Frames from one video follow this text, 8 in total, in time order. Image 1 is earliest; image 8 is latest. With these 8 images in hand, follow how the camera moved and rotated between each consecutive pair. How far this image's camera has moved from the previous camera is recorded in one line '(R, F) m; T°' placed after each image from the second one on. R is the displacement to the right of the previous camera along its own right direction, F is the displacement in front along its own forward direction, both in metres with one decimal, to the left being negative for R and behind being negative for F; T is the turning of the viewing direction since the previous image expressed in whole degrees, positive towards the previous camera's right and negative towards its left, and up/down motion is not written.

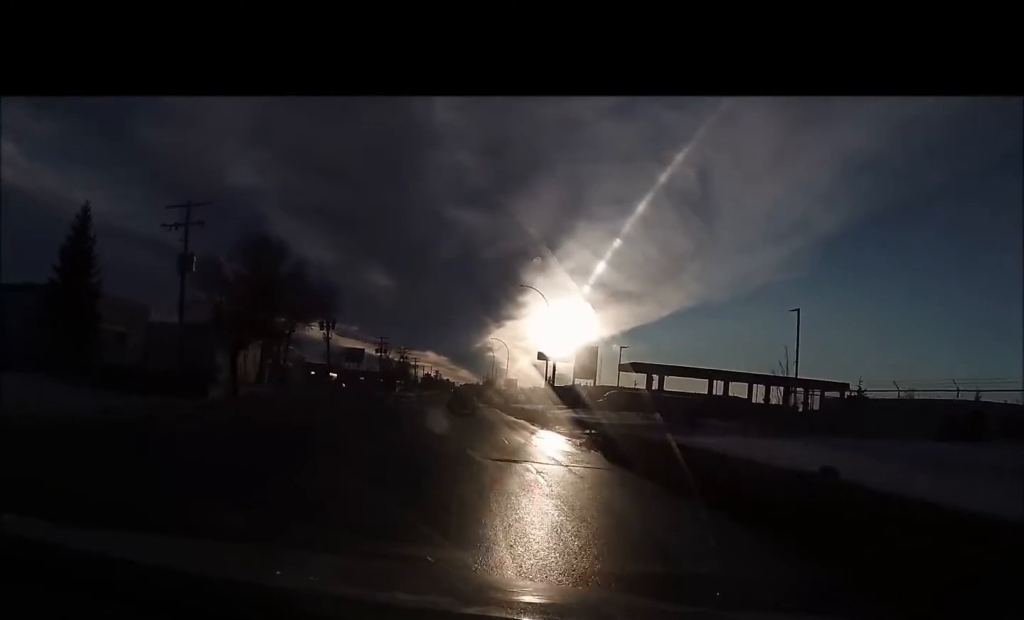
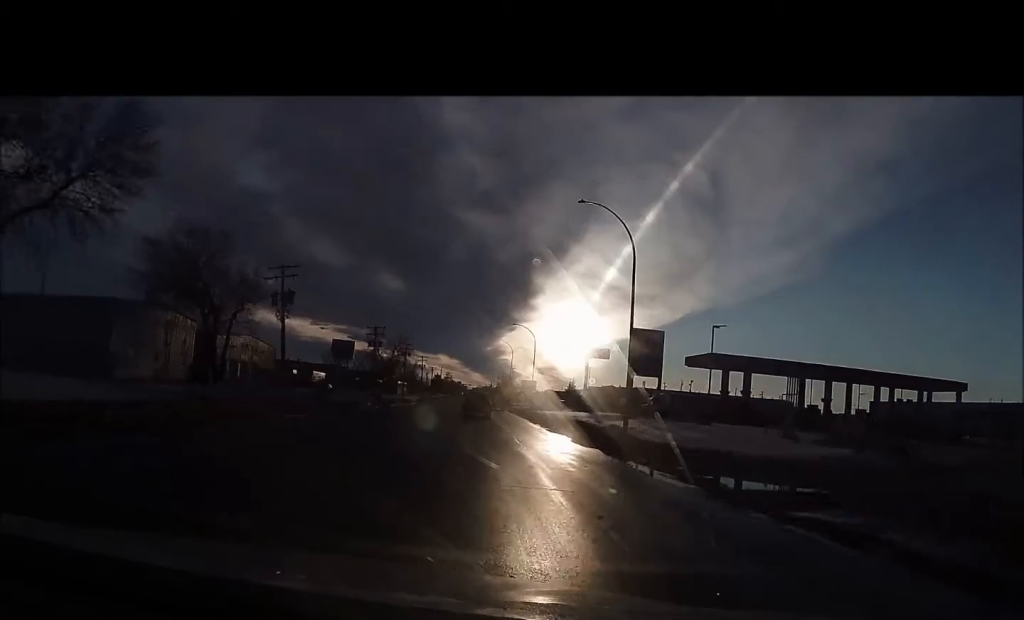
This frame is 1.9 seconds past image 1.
(+0.1, +26.5) m; 0°
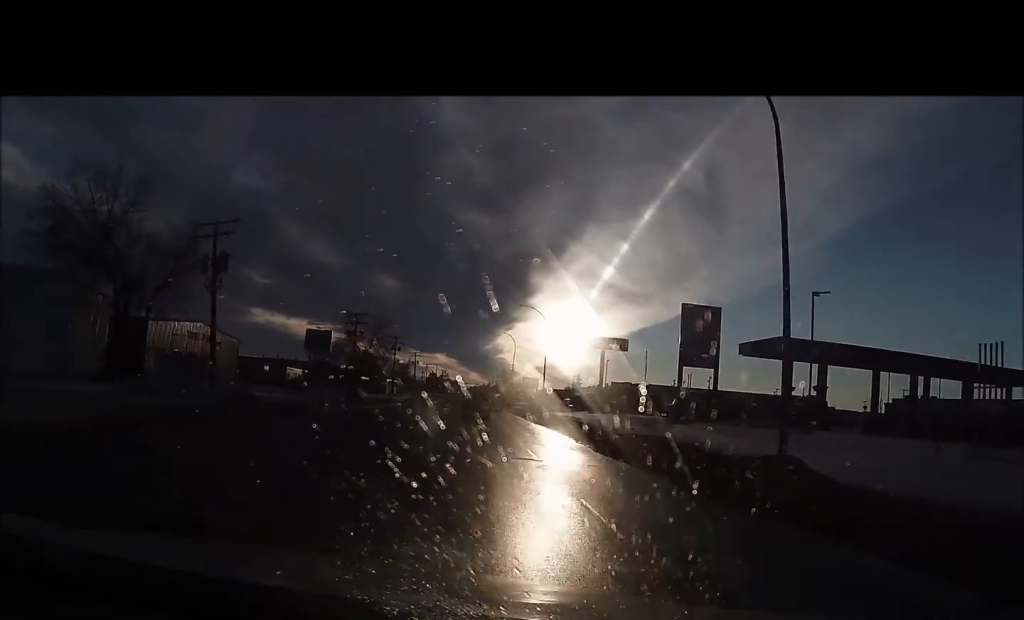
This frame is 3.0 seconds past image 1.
(+0.5, +14.2) m; +1°
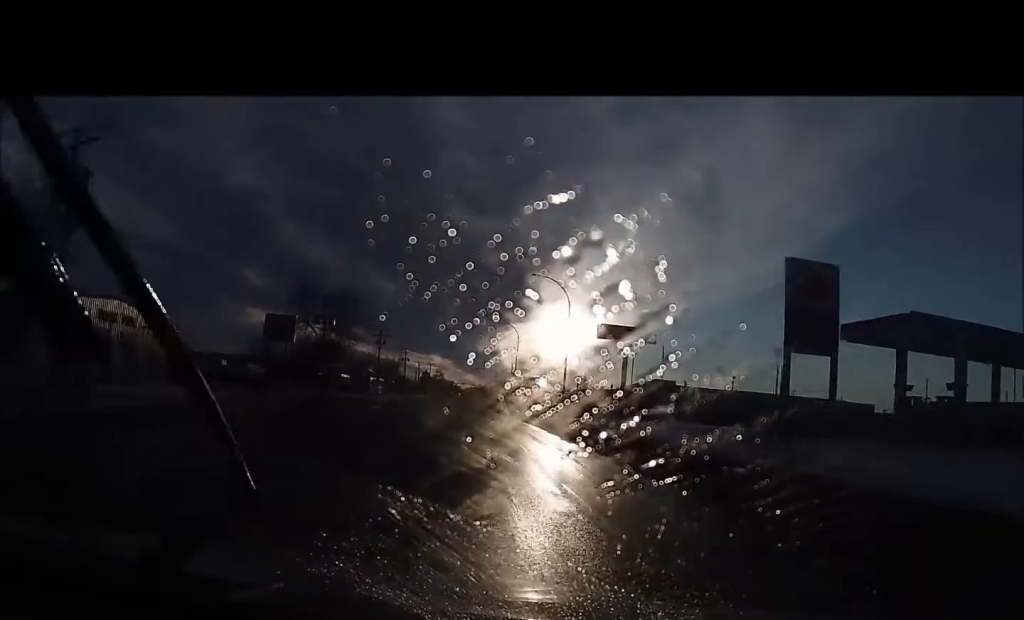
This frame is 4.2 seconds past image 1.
(-0.3, +17.0) m; -1°
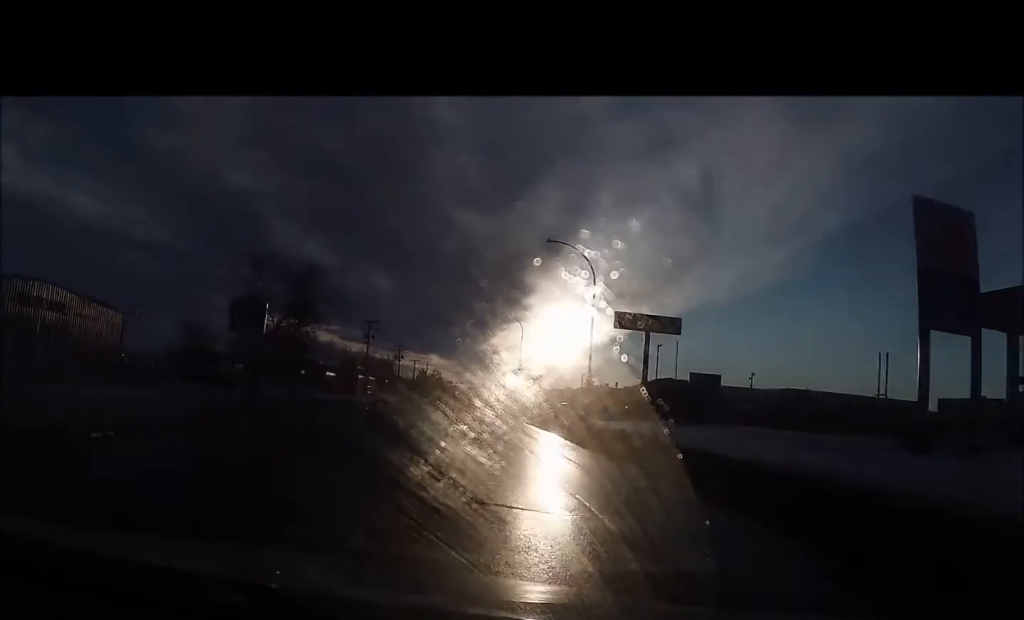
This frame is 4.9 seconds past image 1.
(0.0, +10.2) m; 0°
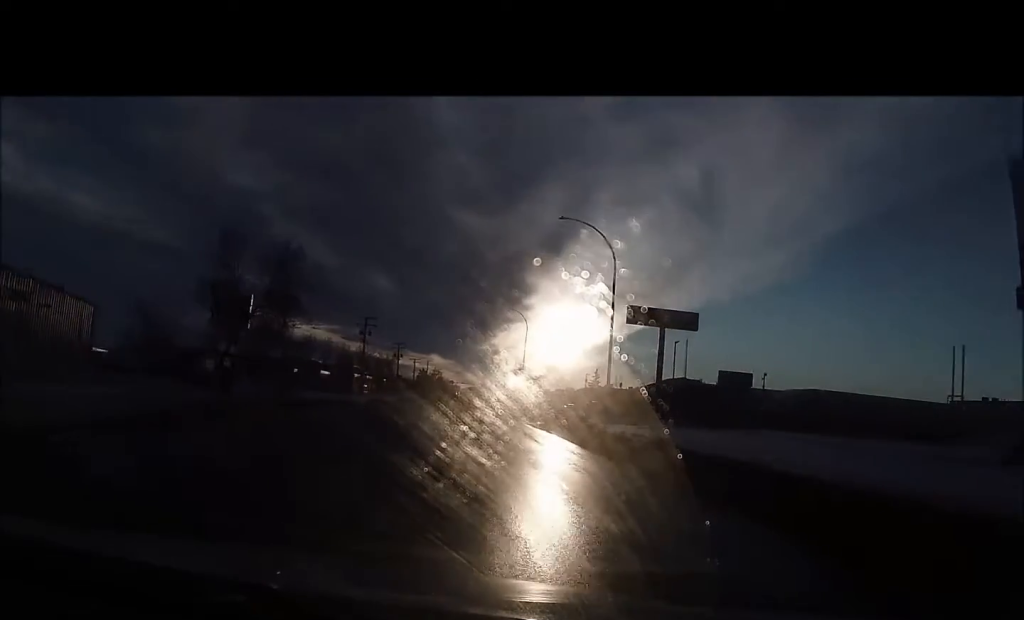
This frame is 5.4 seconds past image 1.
(0.0, +6.5) m; 0°
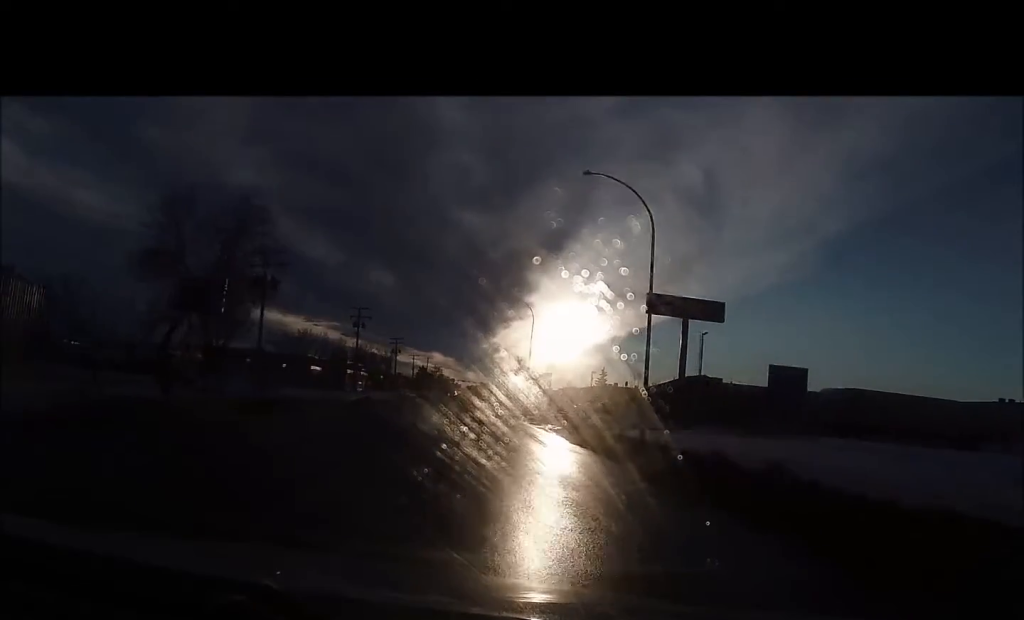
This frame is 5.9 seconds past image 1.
(0.0, +6.5) m; 0°
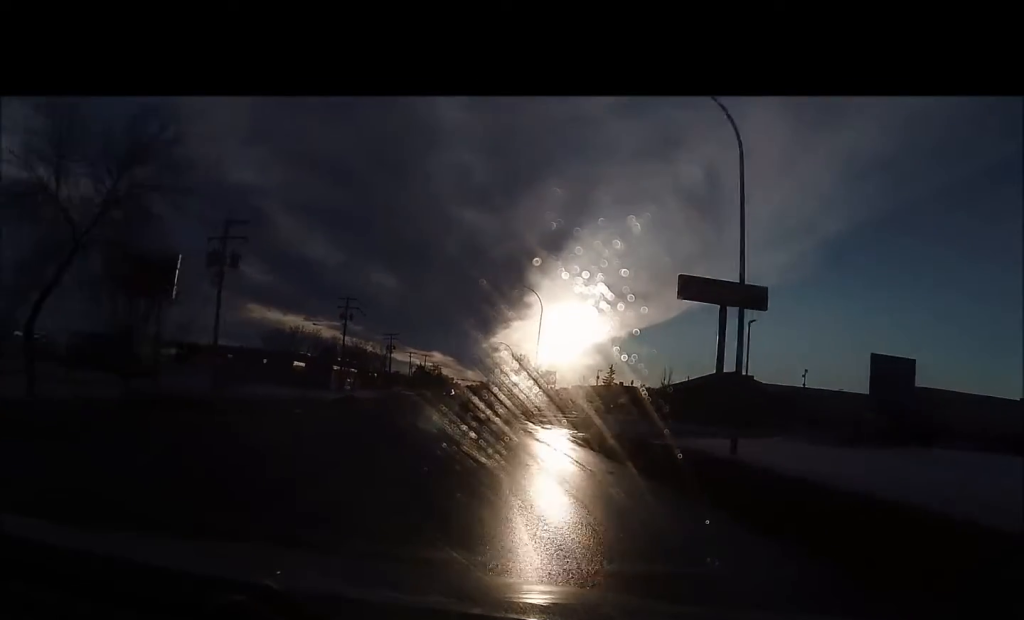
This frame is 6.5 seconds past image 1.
(0.0, +8.4) m; 0°
